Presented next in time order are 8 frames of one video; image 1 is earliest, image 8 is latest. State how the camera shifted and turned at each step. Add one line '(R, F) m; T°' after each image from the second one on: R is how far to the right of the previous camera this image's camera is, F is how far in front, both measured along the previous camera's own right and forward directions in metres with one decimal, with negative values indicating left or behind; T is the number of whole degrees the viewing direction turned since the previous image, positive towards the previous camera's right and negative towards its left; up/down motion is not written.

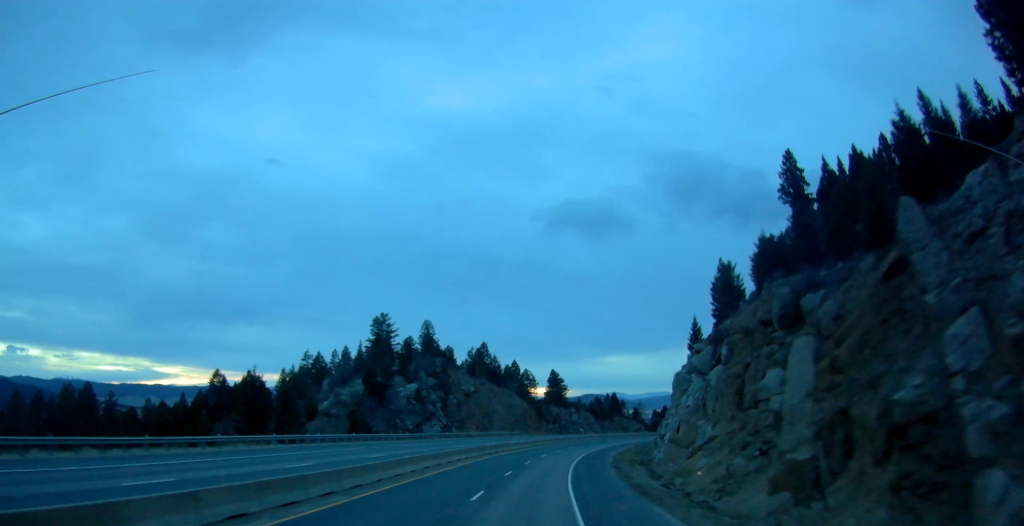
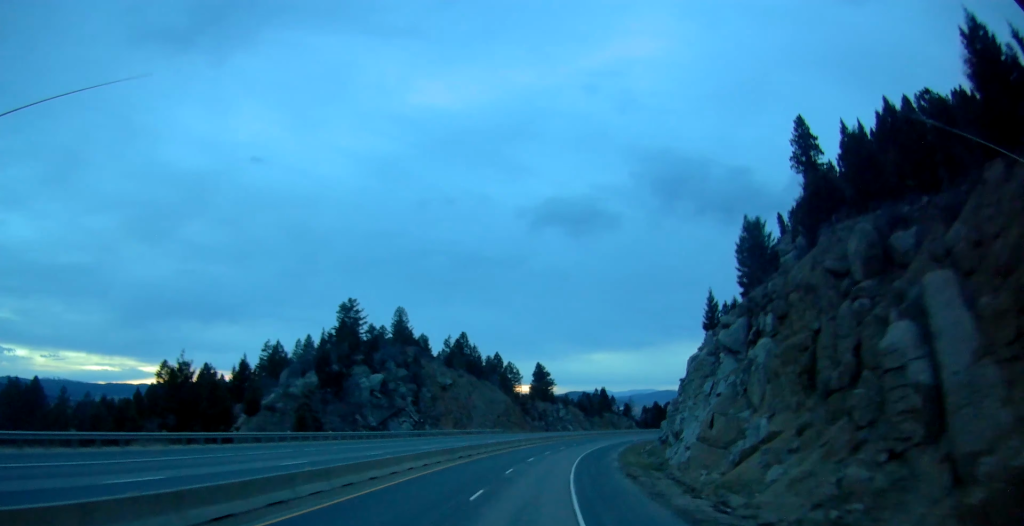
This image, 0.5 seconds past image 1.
(+0.3, +13.2) m; +1°
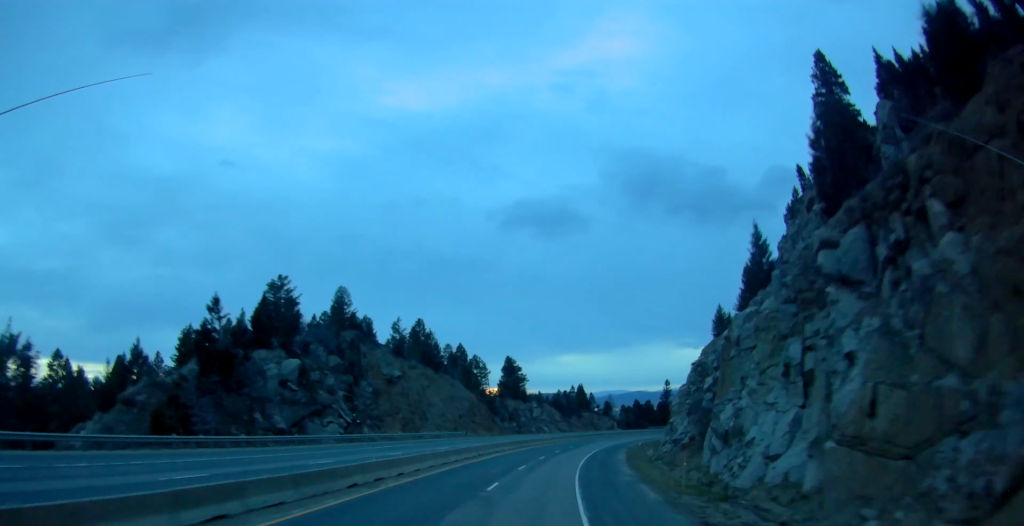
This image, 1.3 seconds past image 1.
(-0.3, +21.6) m; +1°
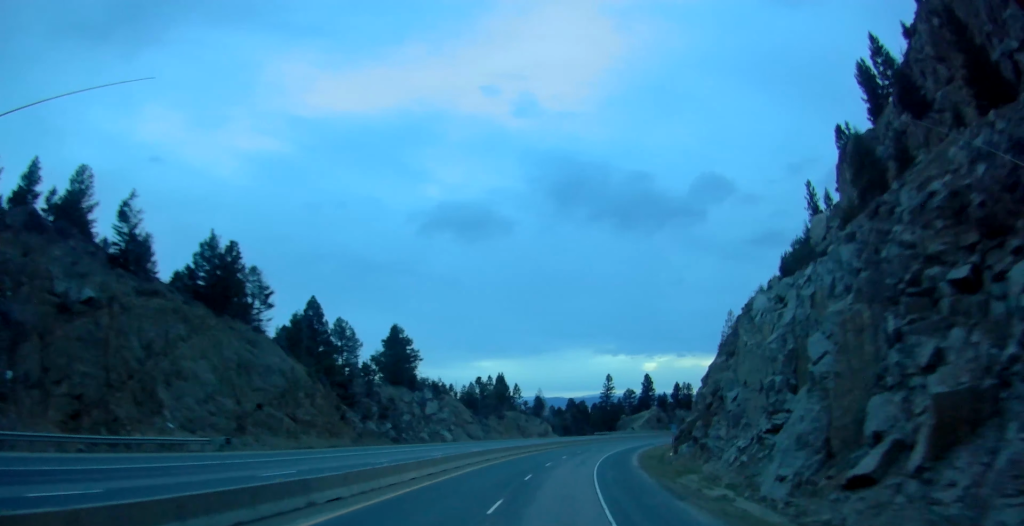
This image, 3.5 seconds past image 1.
(+3.1, +55.3) m; +7°
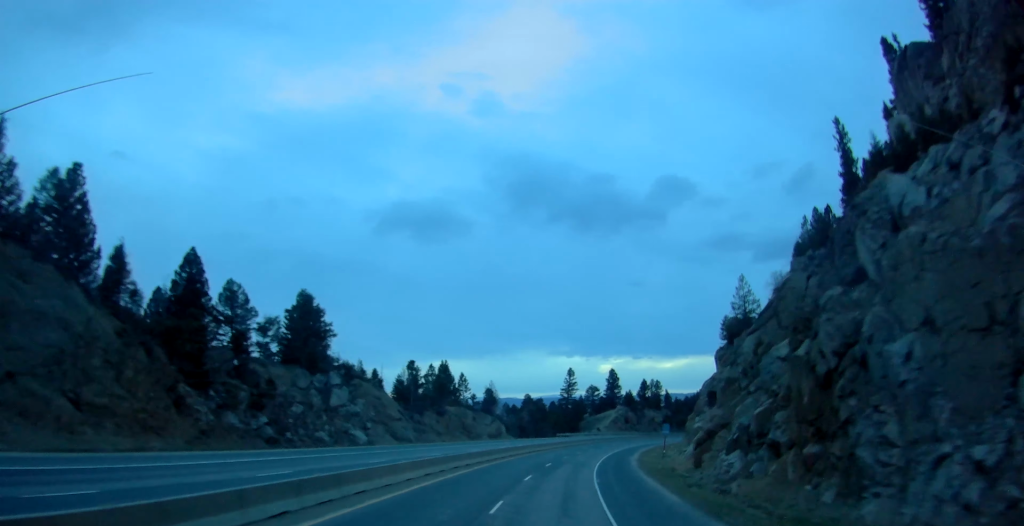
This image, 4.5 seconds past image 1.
(+0.9, +24.7) m; +4°
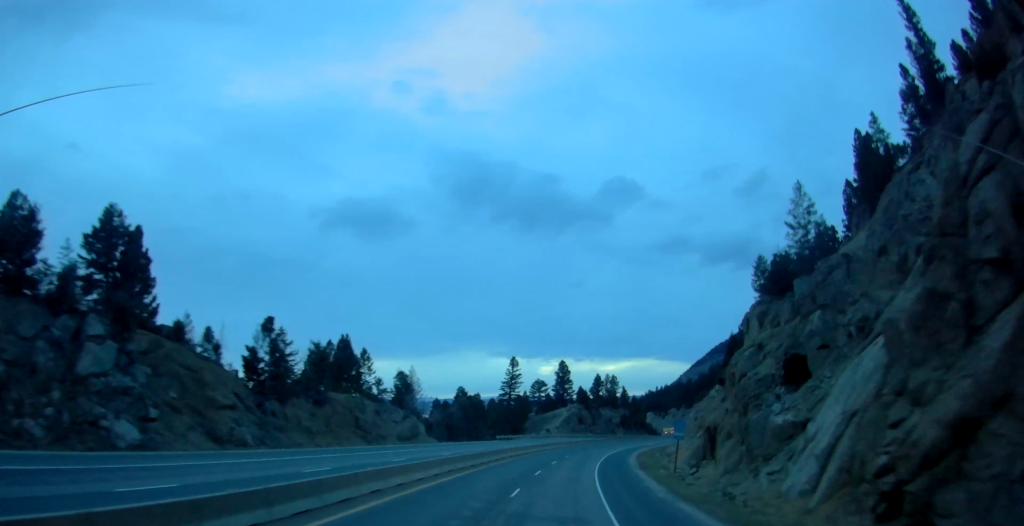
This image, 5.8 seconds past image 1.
(+1.8, +31.8) m; +6°
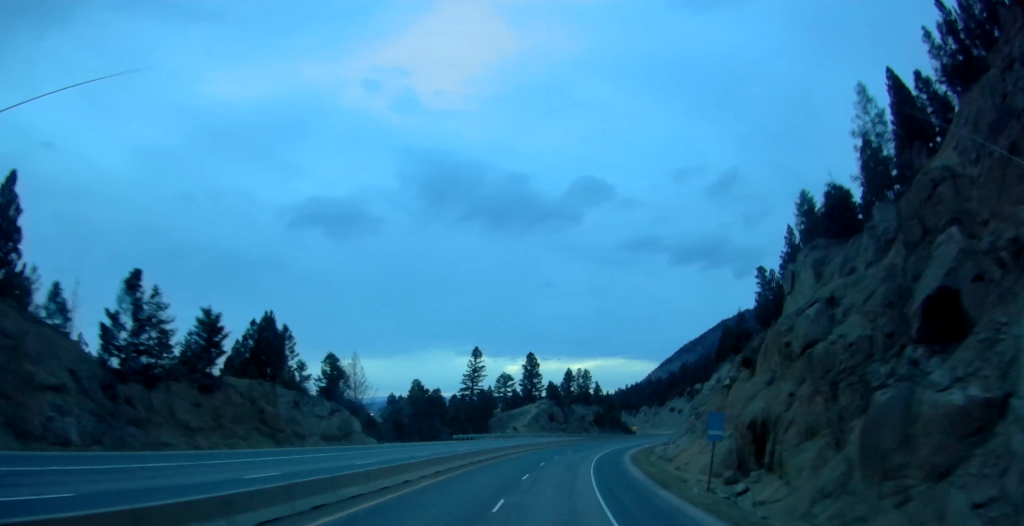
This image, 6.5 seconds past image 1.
(+0.3, +16.6) m; +3°
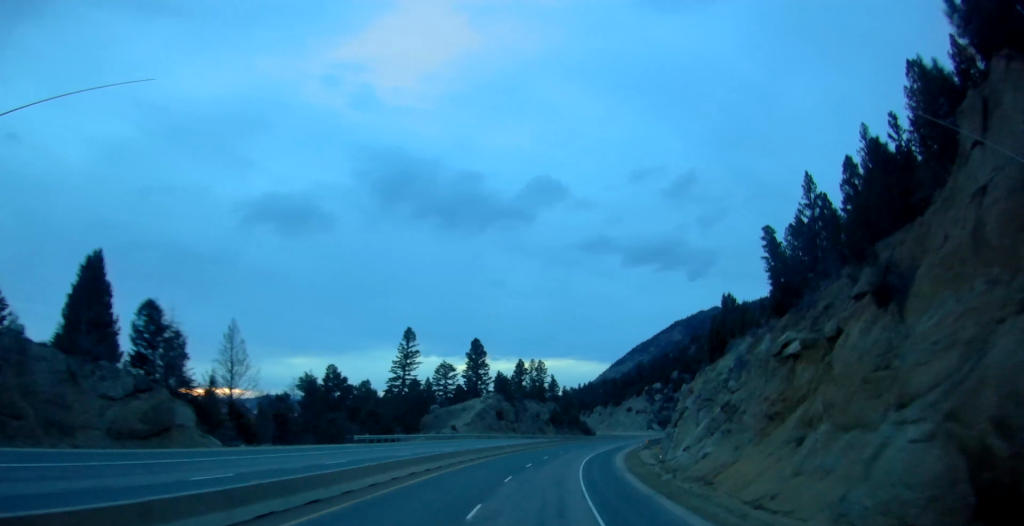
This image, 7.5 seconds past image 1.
(+1.0, +26.0) m; +4°
